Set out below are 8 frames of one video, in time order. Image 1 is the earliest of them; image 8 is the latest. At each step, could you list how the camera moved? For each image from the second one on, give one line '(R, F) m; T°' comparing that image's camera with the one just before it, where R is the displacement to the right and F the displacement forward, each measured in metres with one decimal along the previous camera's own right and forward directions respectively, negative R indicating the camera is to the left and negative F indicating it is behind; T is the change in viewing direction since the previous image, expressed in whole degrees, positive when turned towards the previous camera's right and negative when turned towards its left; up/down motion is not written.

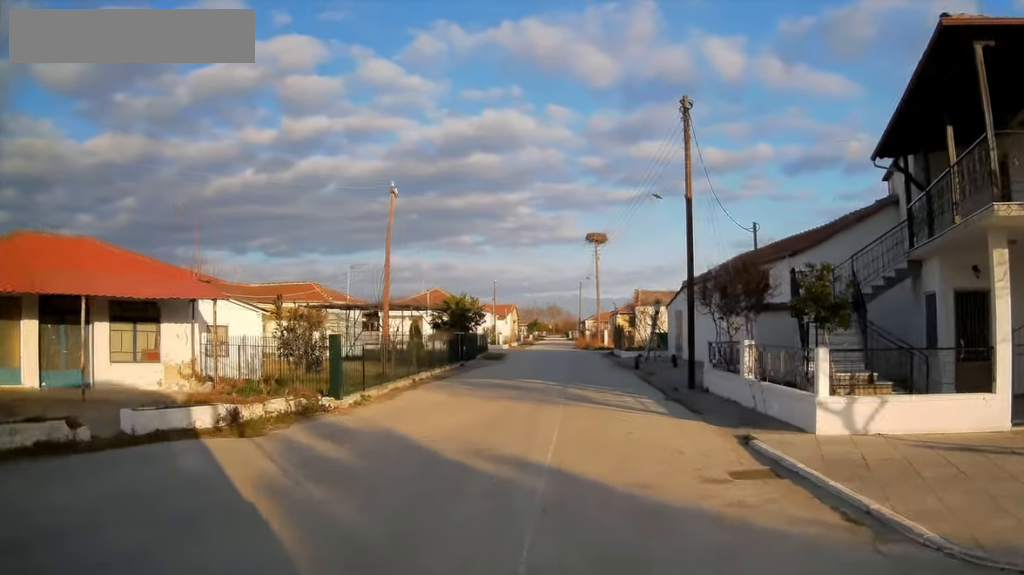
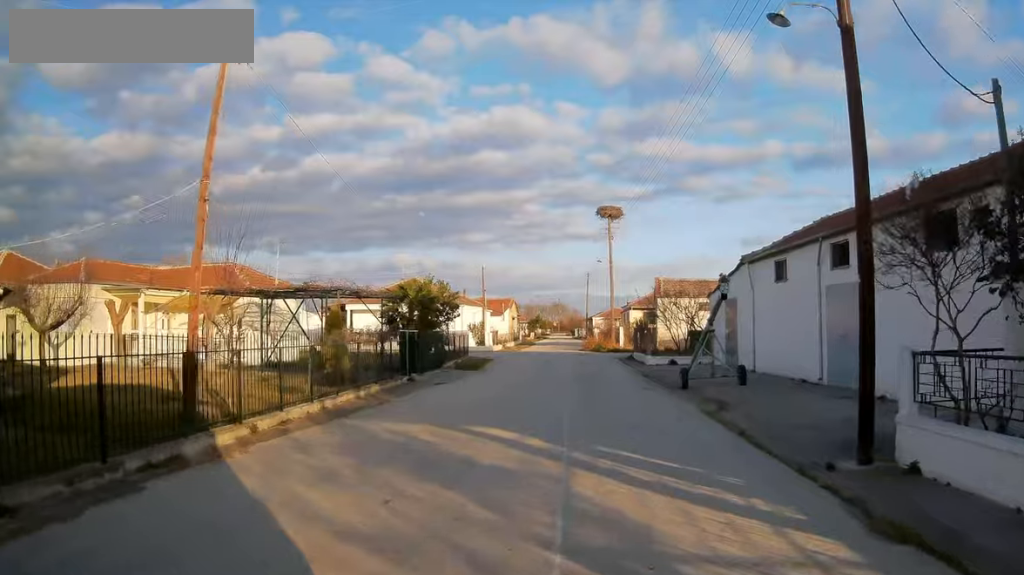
(+0.3, +9.8) m; -1°
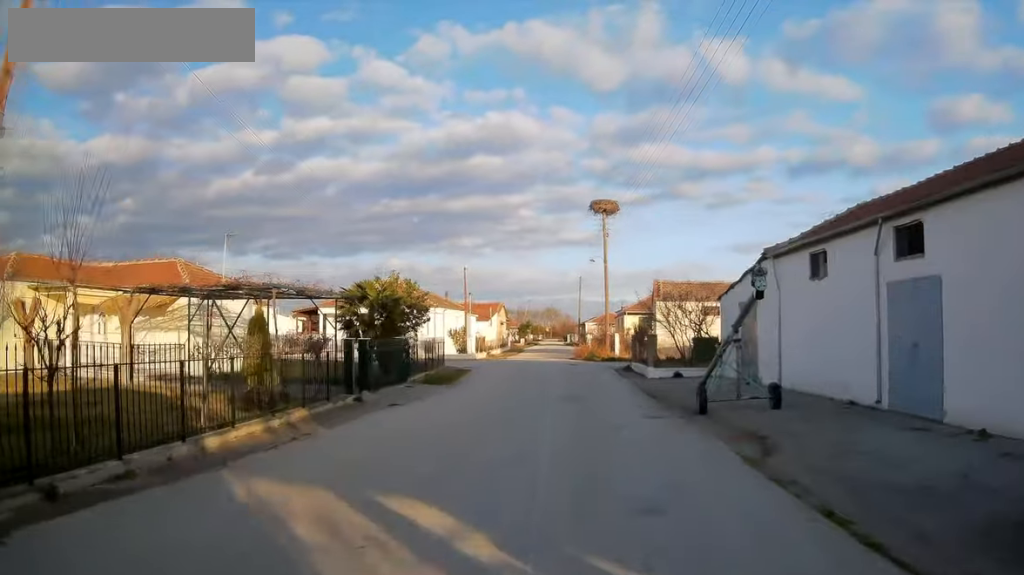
(-0.1, +4.0) m; -1°
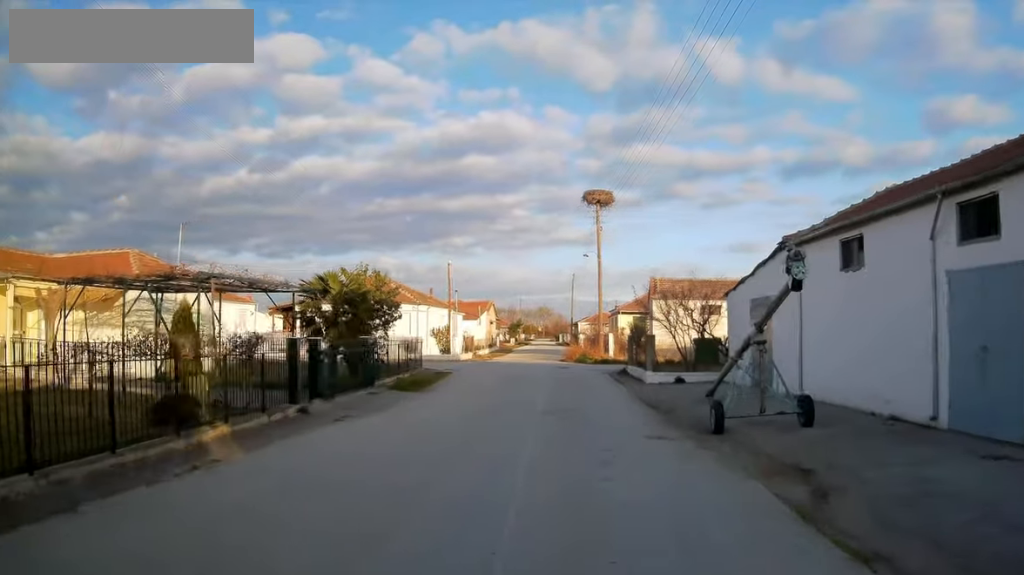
(0.0, +2.8) m; +2°
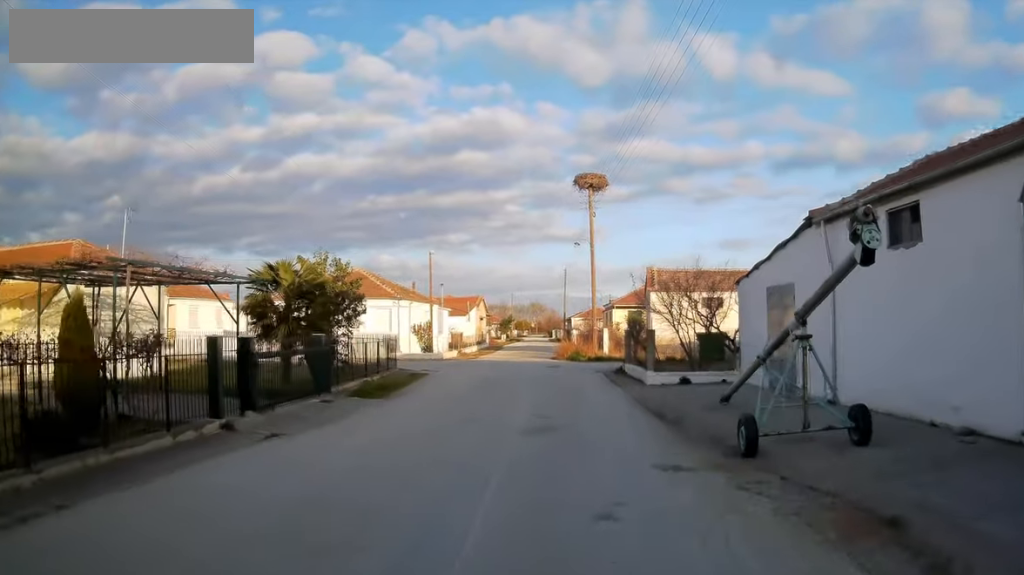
(0.0, +3.0) m; +2°
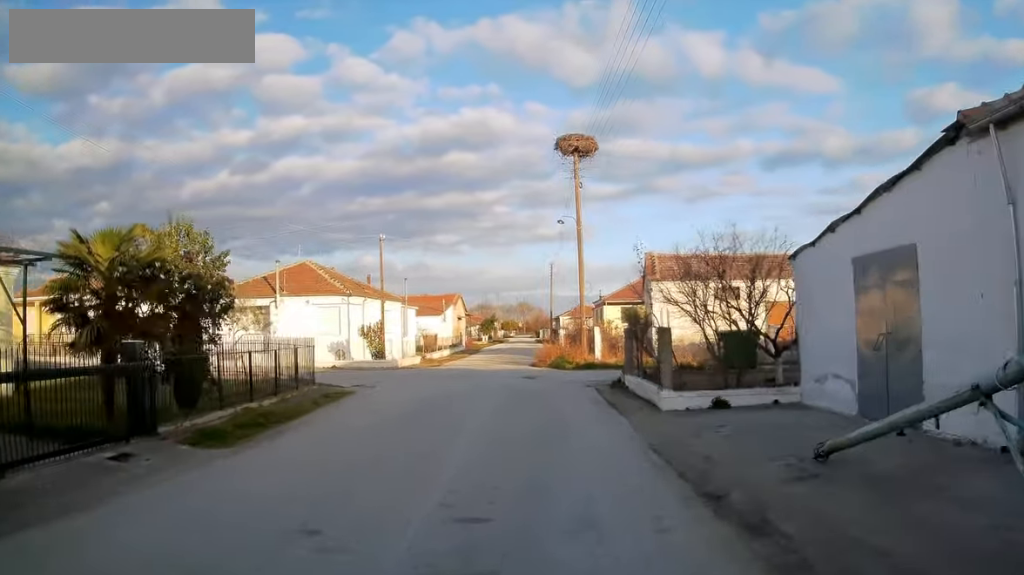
(+0.3, +7.5) m; +1°
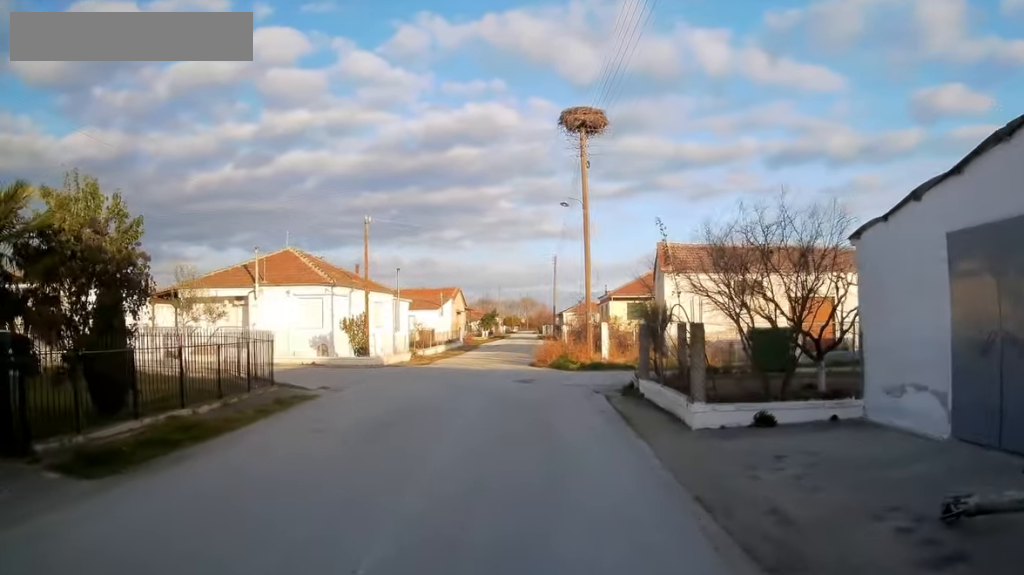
(-0.1, +3.2) m; -1°
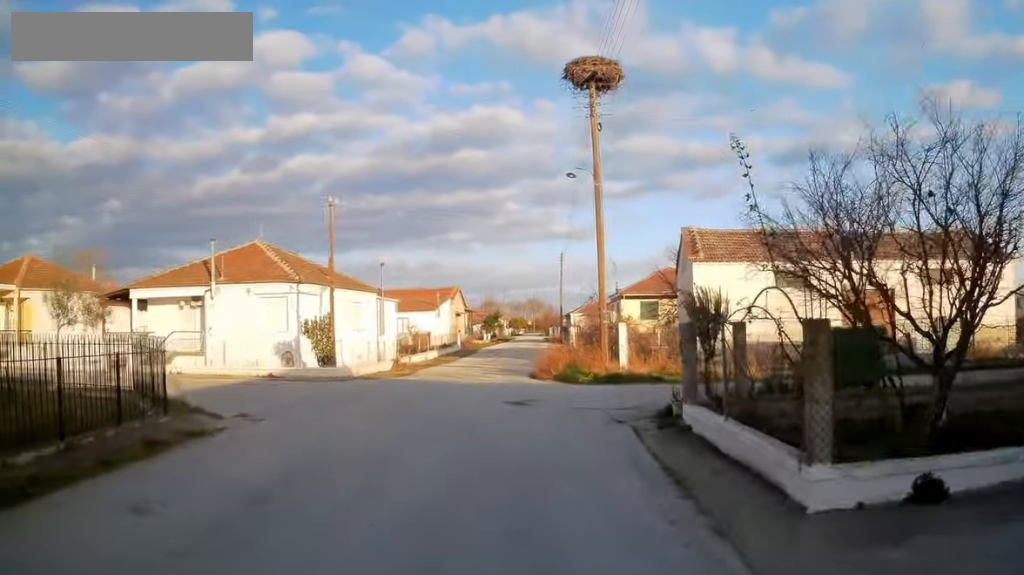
(0.0, +5.3) m; +2°
